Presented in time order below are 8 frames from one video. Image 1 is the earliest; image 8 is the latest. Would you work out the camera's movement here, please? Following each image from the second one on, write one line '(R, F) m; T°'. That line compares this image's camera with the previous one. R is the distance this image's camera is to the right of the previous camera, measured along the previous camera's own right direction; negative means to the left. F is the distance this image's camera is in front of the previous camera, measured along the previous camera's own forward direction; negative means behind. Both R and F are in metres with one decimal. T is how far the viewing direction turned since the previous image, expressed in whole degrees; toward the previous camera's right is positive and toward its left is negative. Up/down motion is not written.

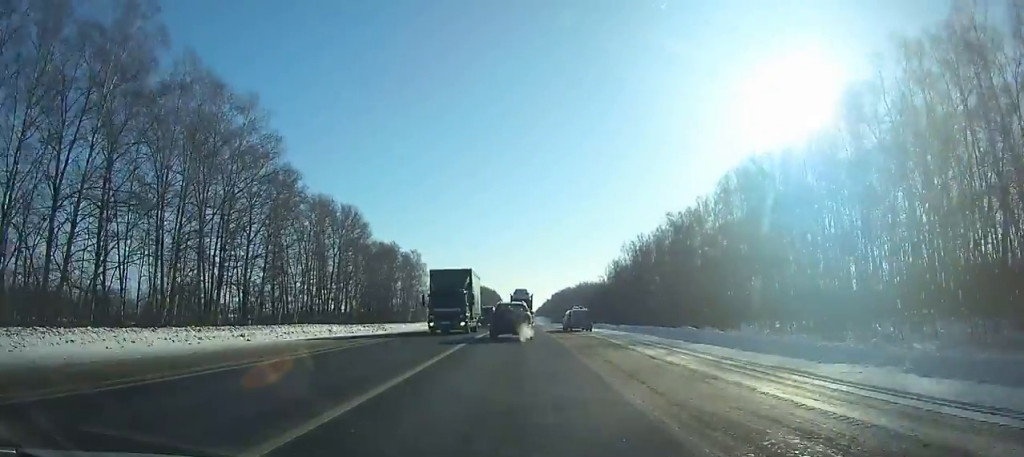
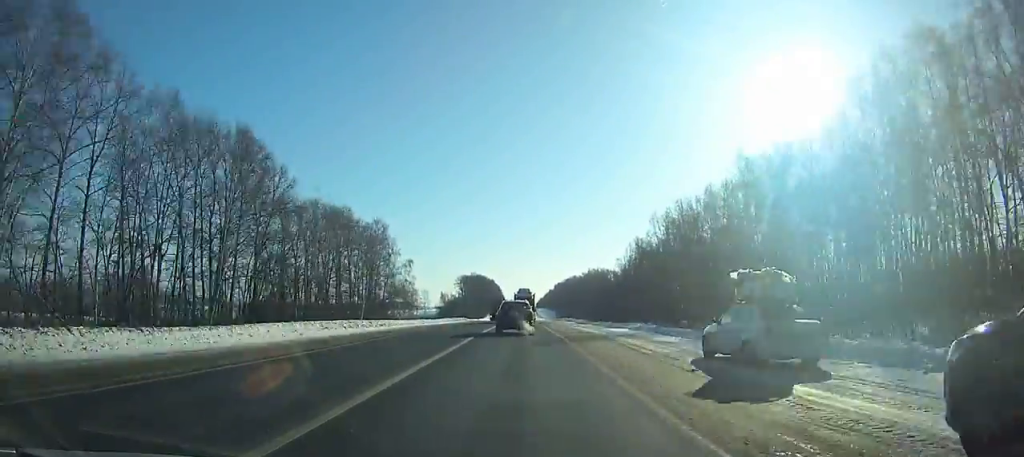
(0.0, +49.0) m; 0°
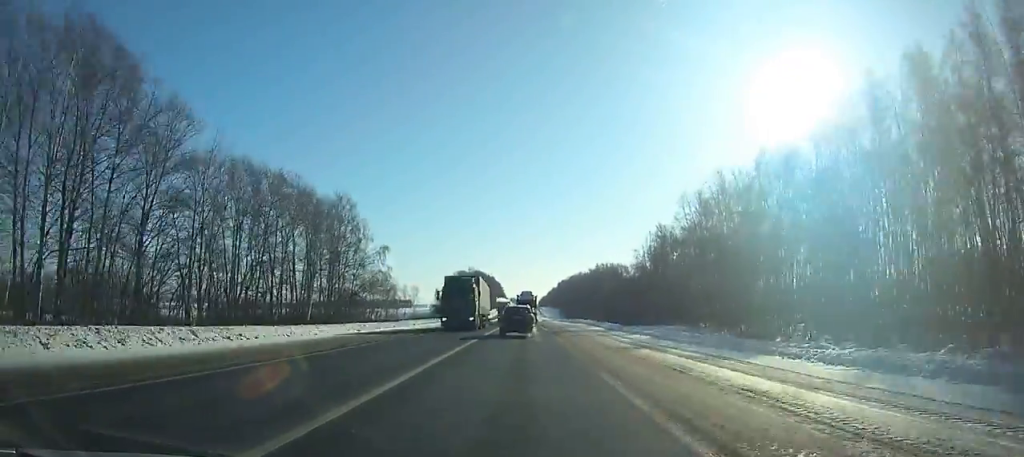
(-0.1, +29.4) m; 0°
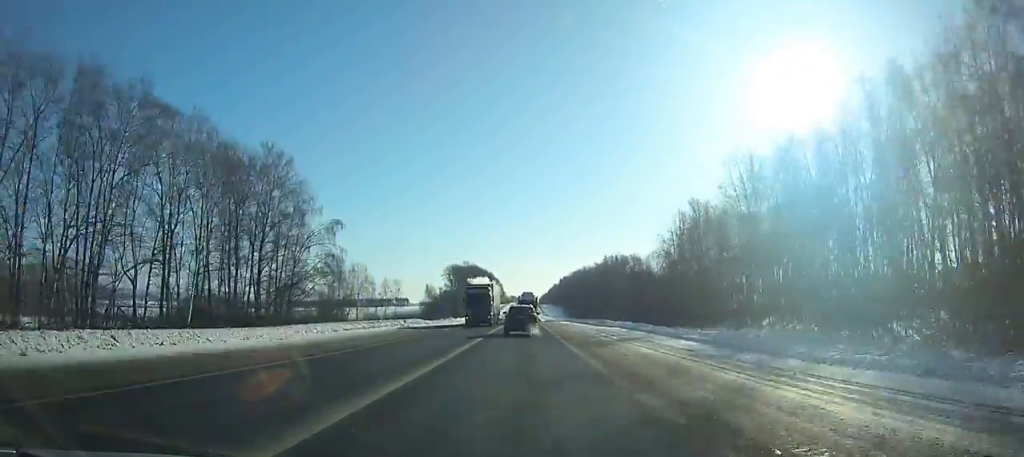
(-0.1, +31.4) m; 0°
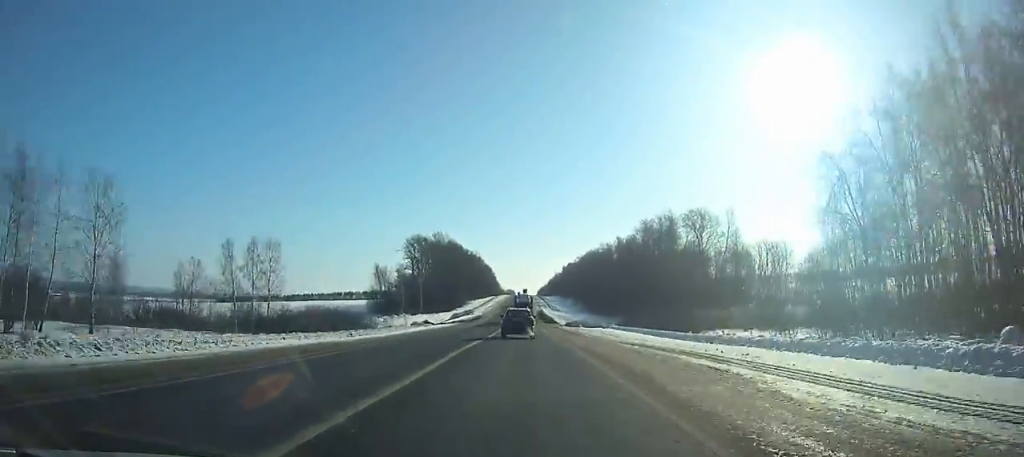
(-0.1, +92.1) m; 0°
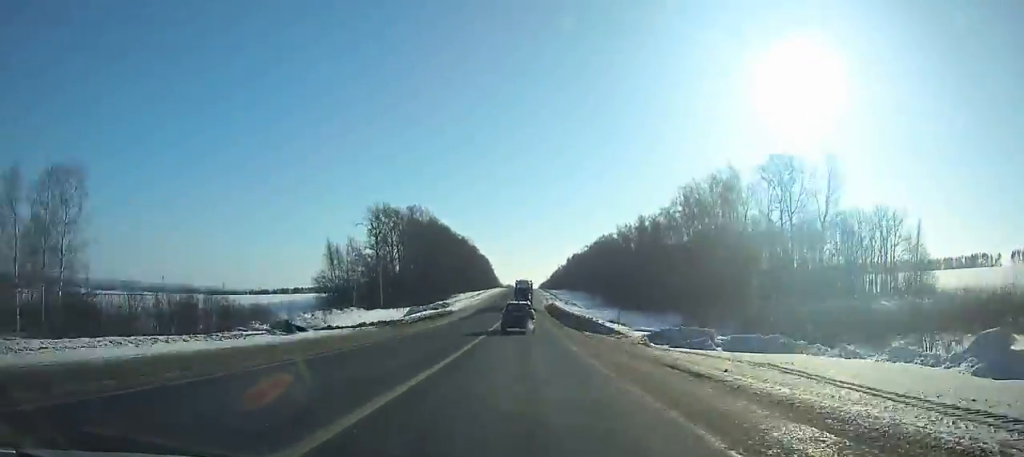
(0.0, +44.9) m; 0°
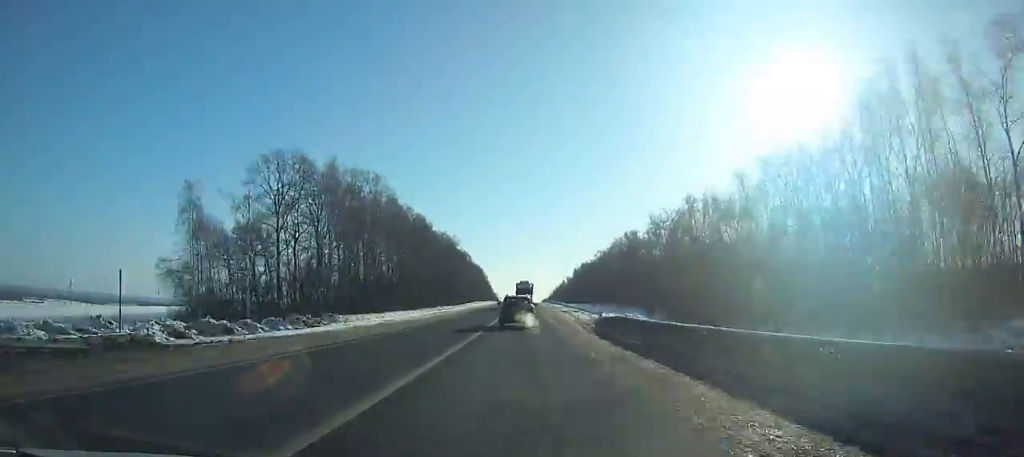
(-0.1, +54.4) m; 0°
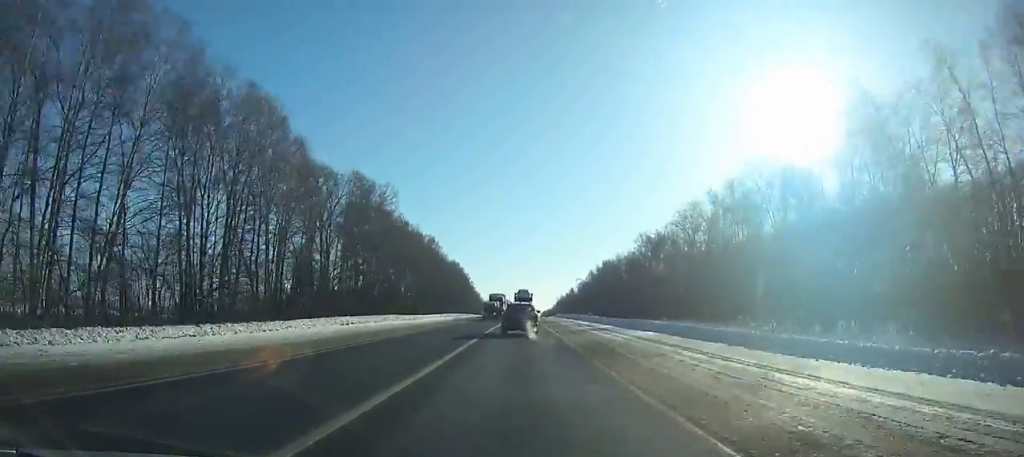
(+0.6, +106.3) m; 0°
